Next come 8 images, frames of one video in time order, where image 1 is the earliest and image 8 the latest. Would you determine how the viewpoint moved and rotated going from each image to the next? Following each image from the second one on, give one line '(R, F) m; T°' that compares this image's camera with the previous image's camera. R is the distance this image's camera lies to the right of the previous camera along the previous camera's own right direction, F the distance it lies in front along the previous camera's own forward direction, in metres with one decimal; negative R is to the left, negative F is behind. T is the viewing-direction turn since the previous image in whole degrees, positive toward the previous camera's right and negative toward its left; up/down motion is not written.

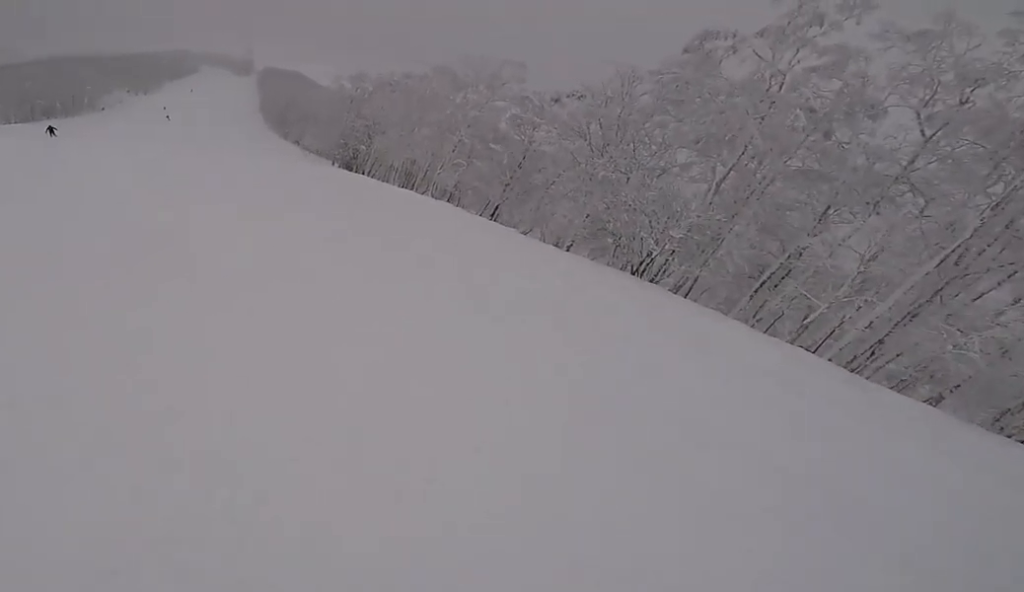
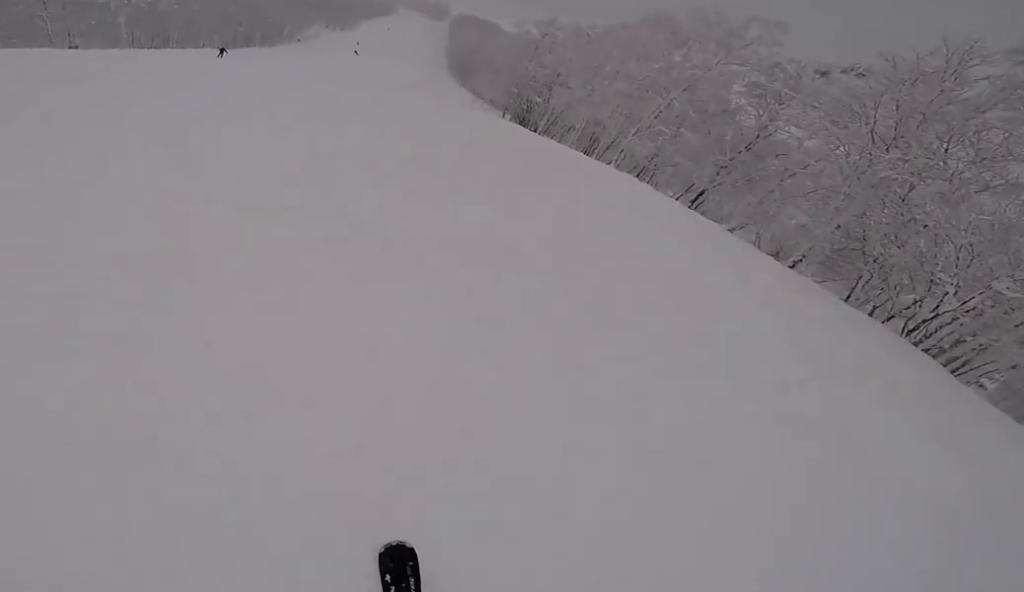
(-2.8, +3.4) m; -27°
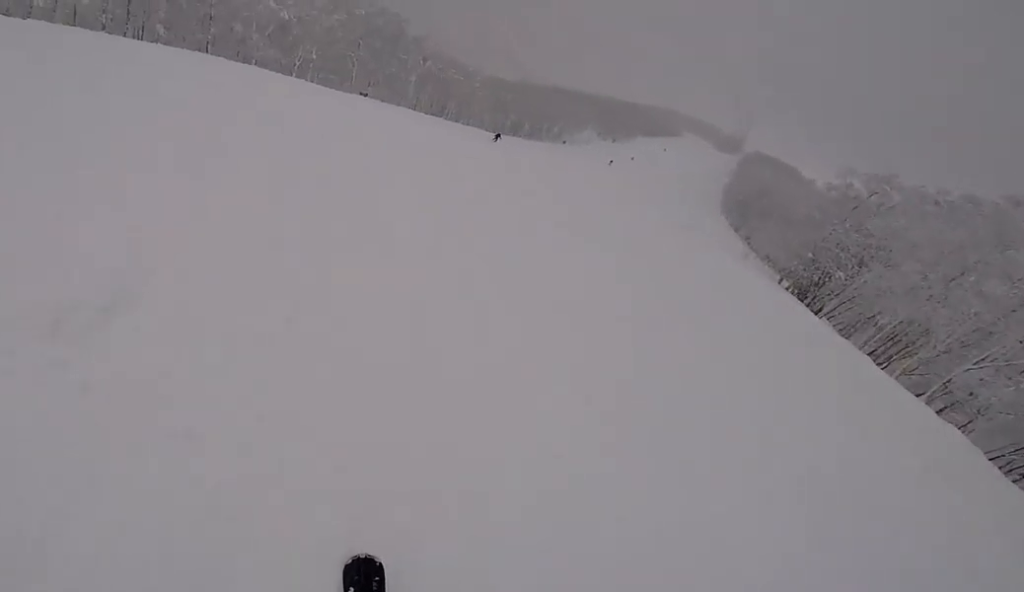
(-0.7, +5.2) m; -15°
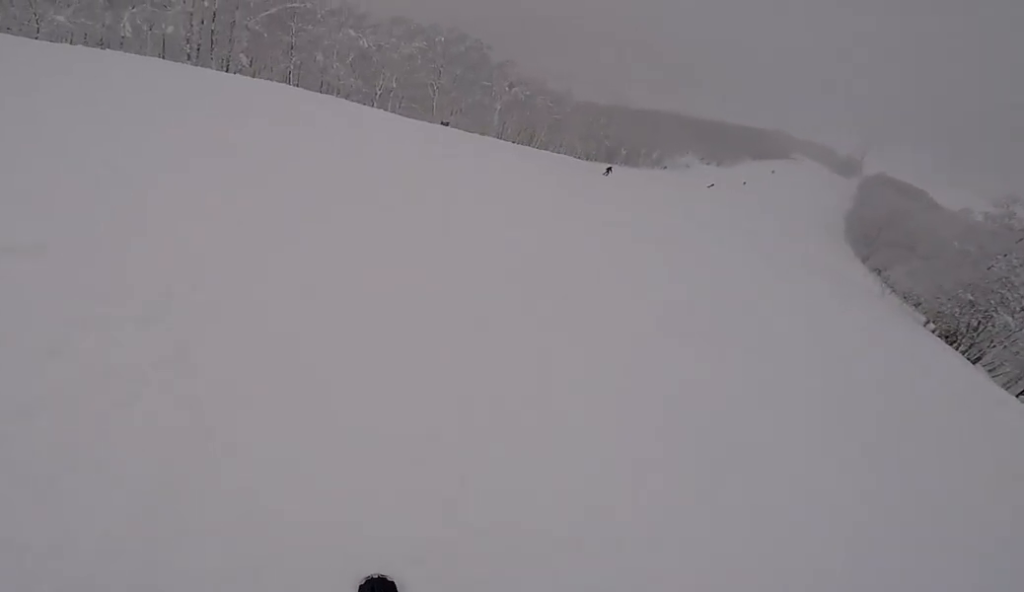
(+0.5, +2.9) m; -4°
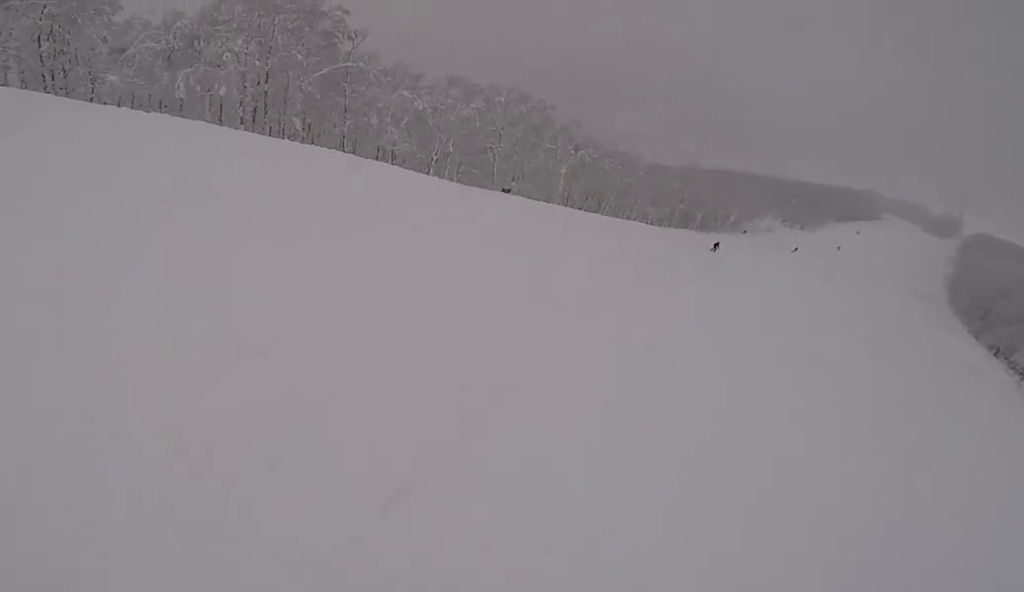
(-0.8, +3.7) m; +2°
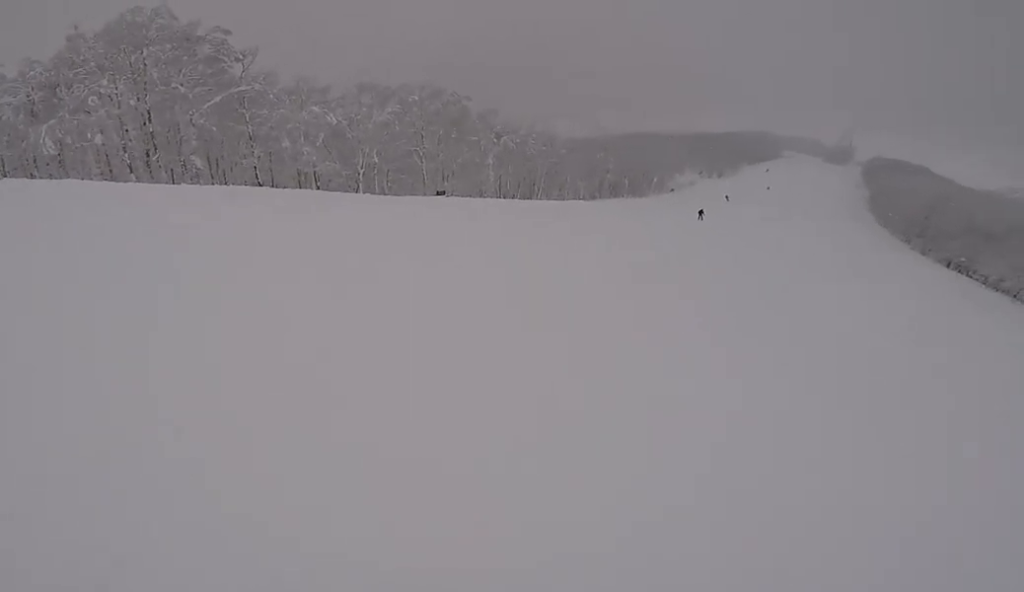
(-0.4, +5.0) m; +8°
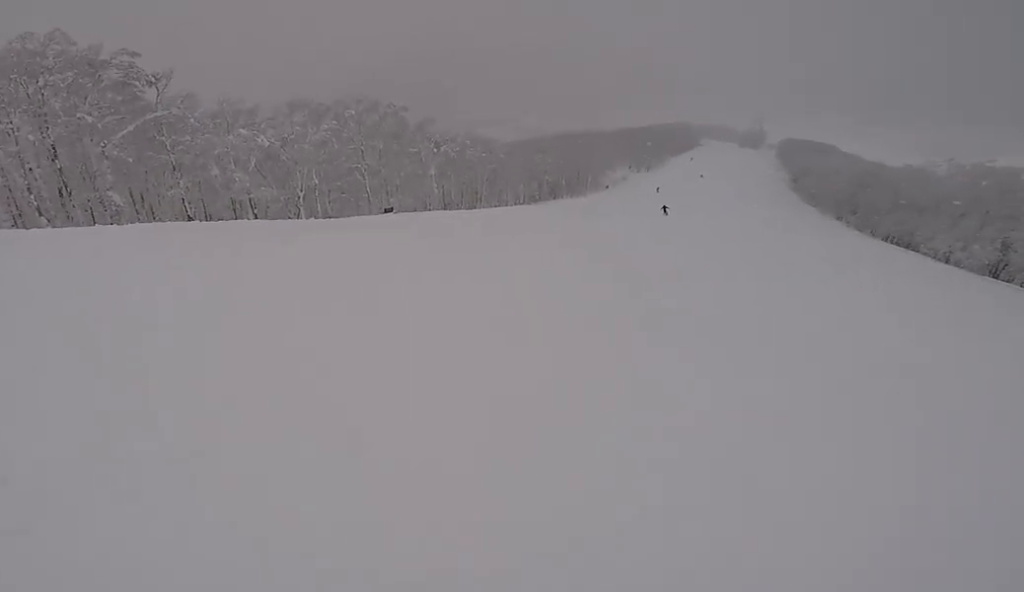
(+0.8, +3.2) m; +11°
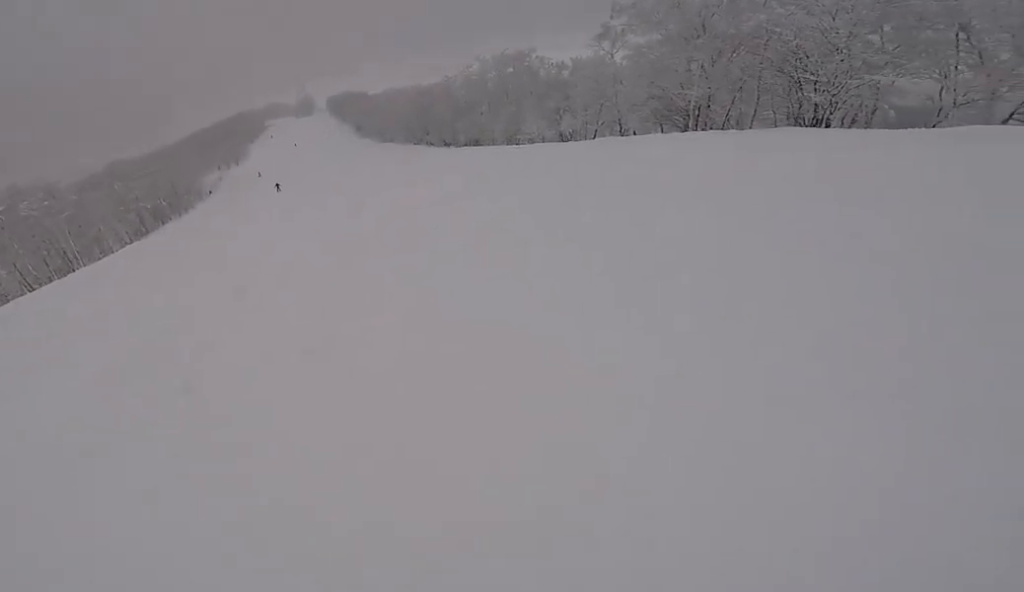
(+3.5, +11.7) m; +32°
